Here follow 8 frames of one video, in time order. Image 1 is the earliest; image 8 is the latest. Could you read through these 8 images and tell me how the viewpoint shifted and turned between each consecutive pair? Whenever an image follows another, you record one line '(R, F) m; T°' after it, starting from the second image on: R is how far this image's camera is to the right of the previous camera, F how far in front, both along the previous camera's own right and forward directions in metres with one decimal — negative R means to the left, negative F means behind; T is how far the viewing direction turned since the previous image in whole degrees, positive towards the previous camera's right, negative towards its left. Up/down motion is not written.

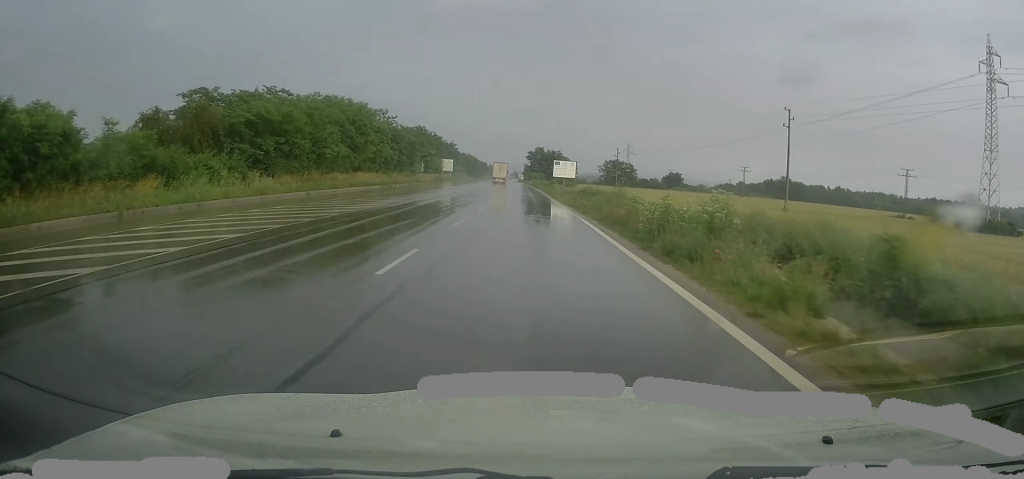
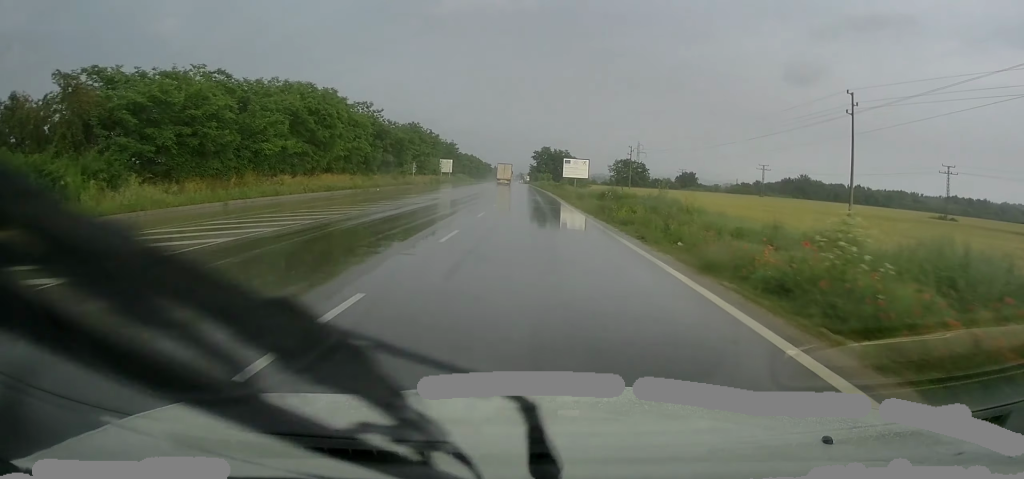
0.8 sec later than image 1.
(-0.2, +12.9) m; -1°
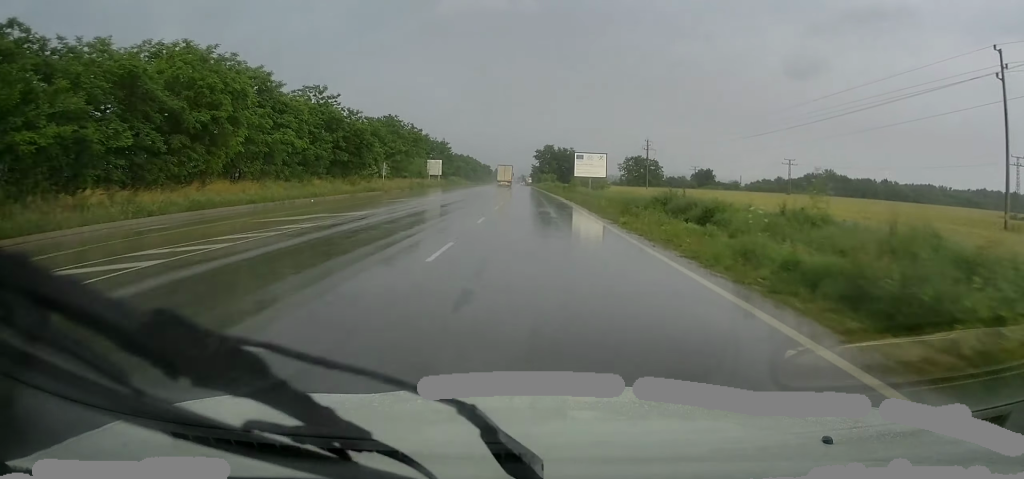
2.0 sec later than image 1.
(-0.4, +19.9) m; +1°
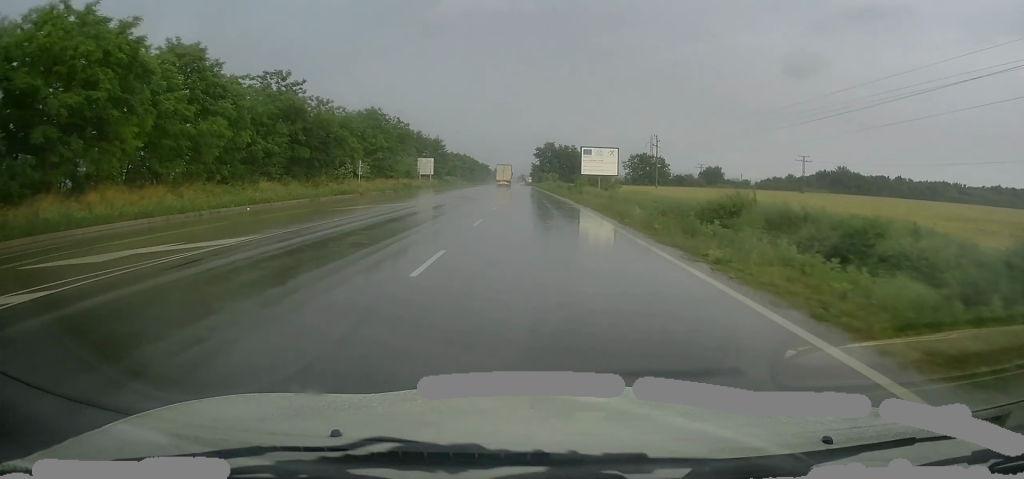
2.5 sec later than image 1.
(+0.3, +10.3) m; 0°
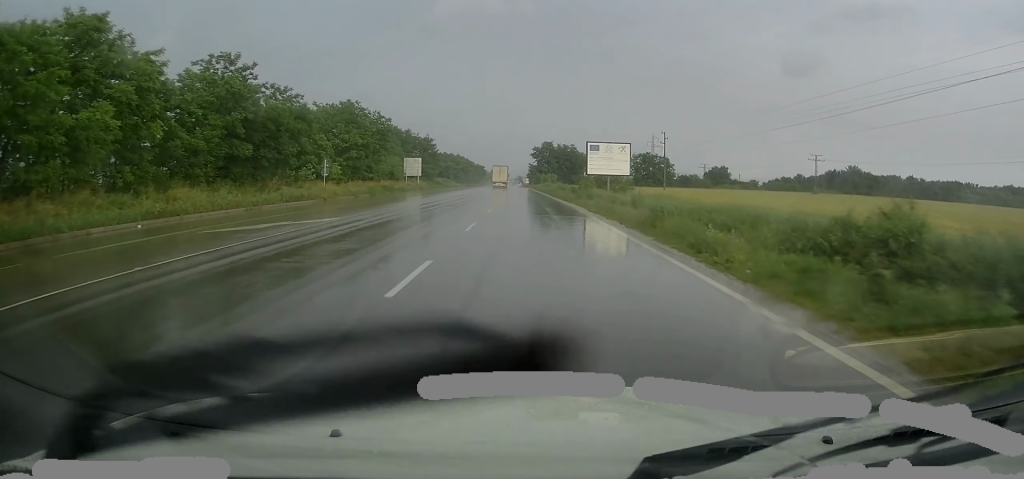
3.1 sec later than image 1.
(+0.3, +9.8) m; 0°
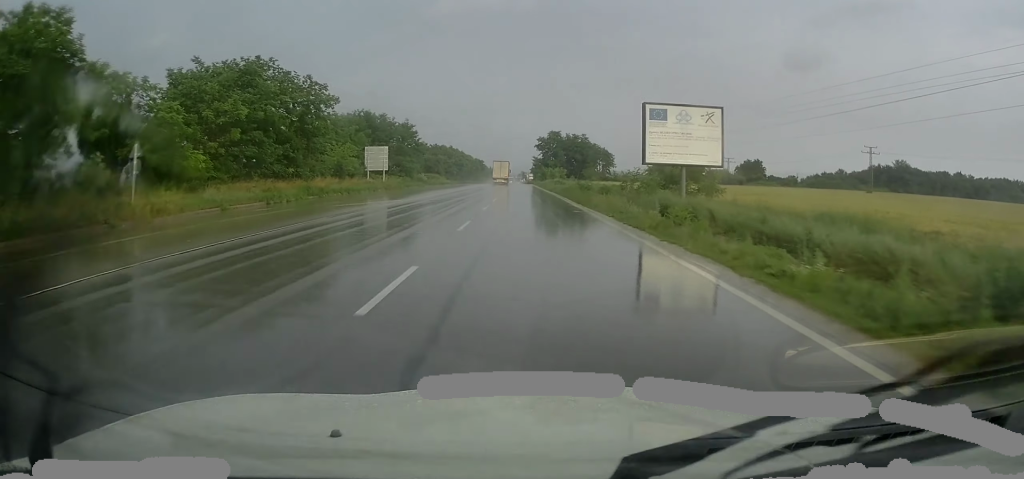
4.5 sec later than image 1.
(-0.7, +27.0) m; -1°
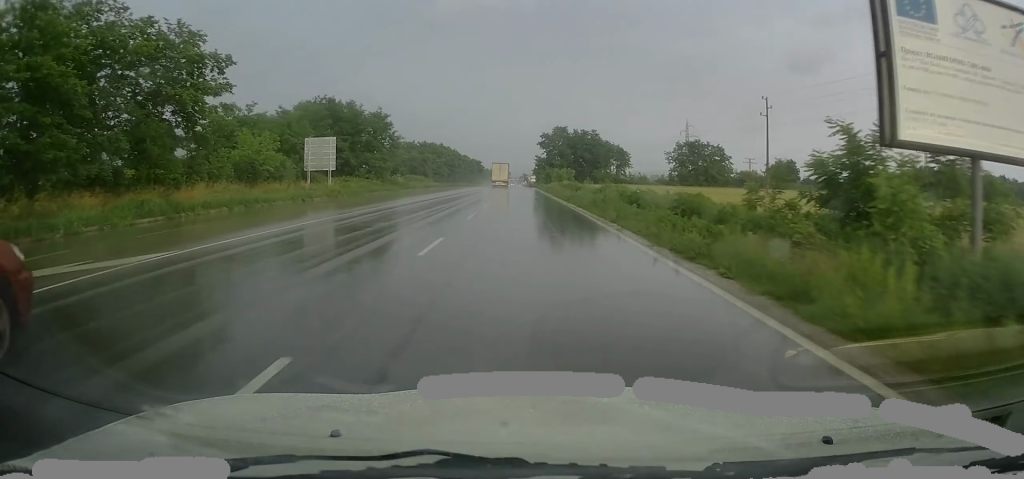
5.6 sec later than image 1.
(0.0, +22.0) m; 0°
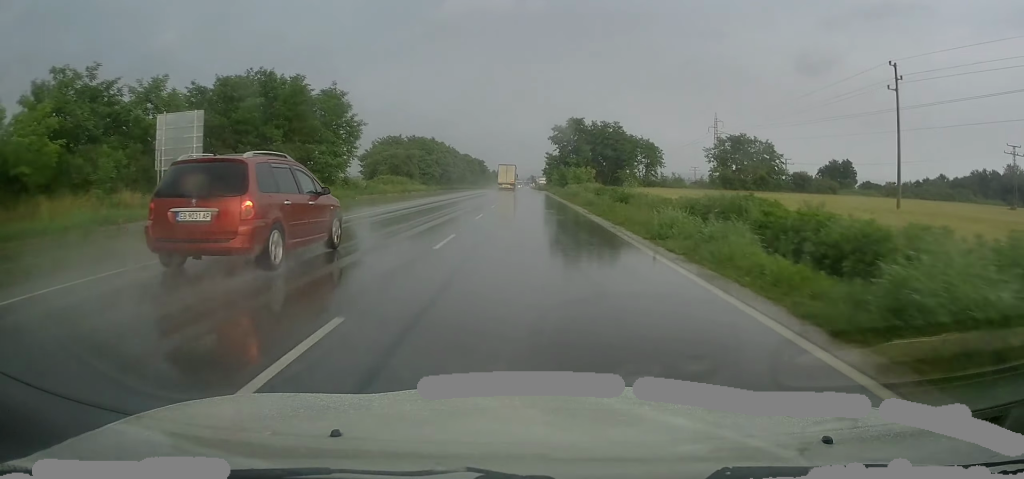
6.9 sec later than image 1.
(+0.2, +24.9) m; +1°
